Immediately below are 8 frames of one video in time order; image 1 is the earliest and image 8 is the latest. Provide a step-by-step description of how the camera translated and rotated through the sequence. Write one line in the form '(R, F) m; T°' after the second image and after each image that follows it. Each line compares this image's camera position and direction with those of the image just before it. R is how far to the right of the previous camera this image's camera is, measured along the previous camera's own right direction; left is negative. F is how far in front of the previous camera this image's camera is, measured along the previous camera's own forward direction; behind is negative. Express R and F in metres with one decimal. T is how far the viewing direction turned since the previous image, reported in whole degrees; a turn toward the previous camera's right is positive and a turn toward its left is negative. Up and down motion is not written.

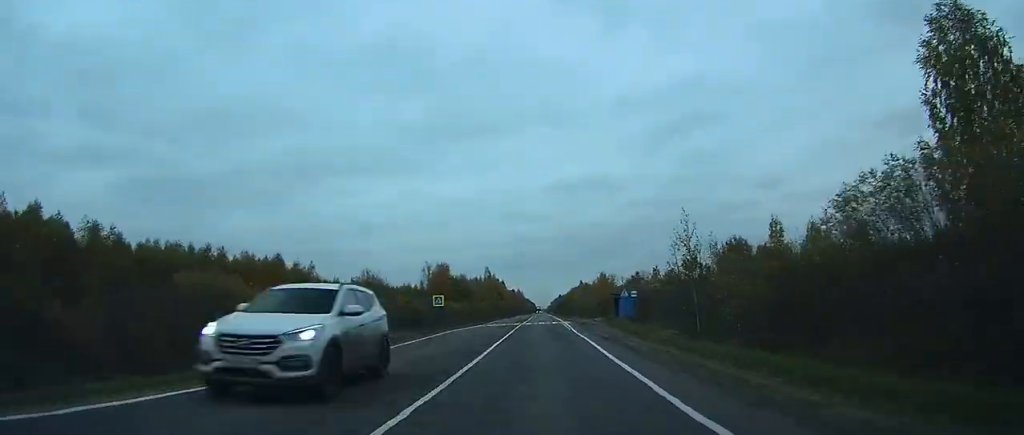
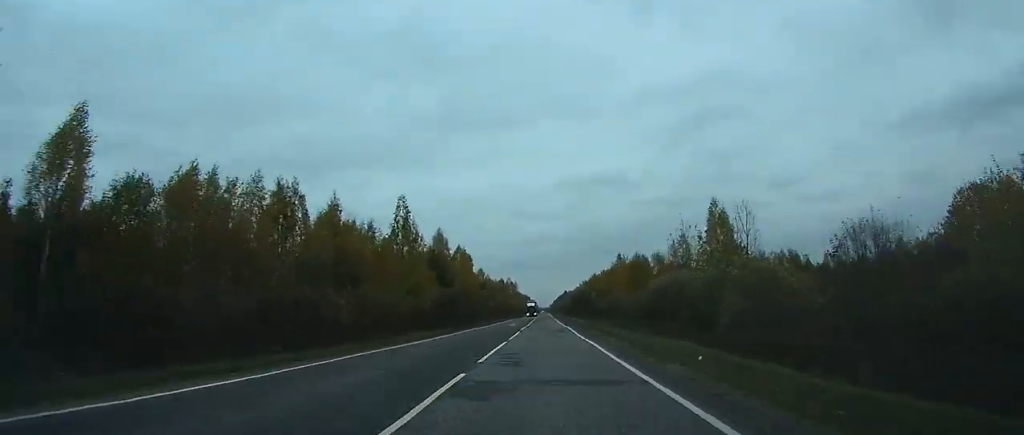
(-0.2, +126.8) m; 0°
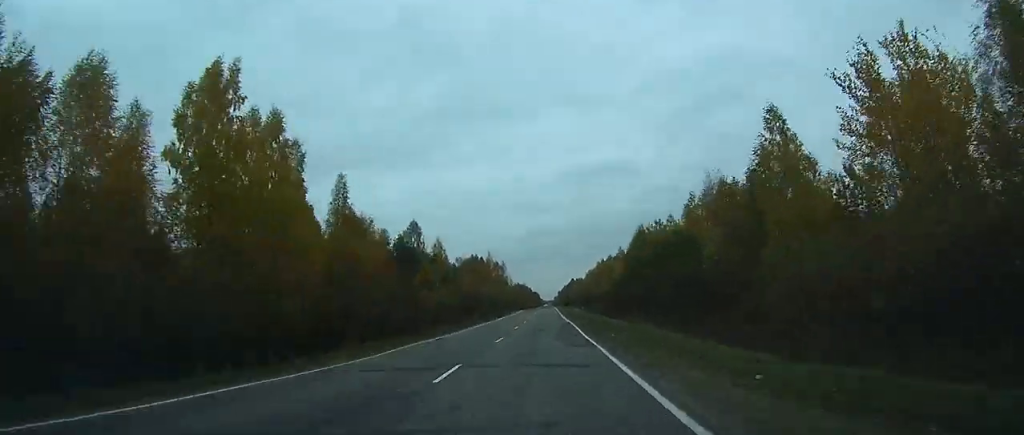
(0.0, +100.9) m; +3°
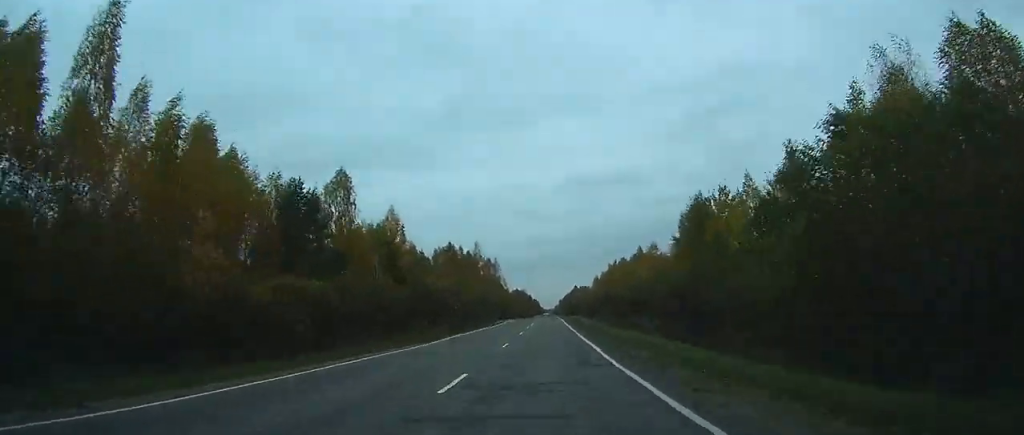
(-1.9, +38.0) m; +7°
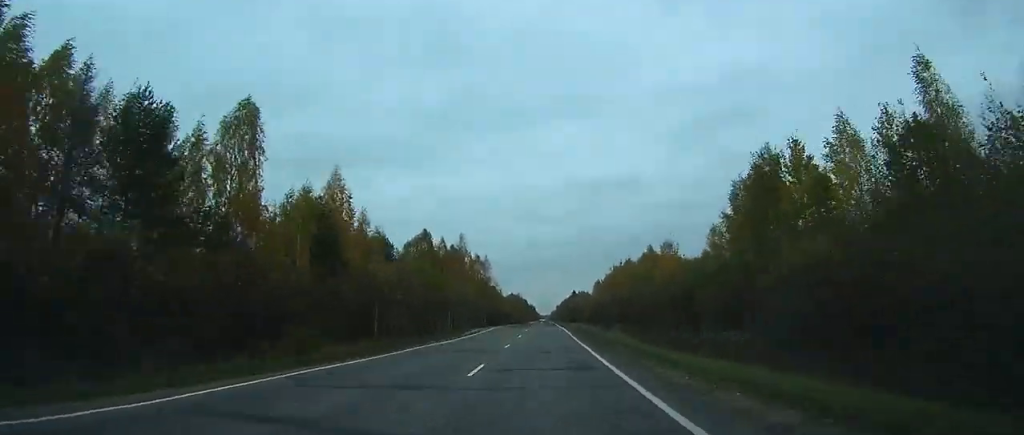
(+3.5, +20.4) m; -3°
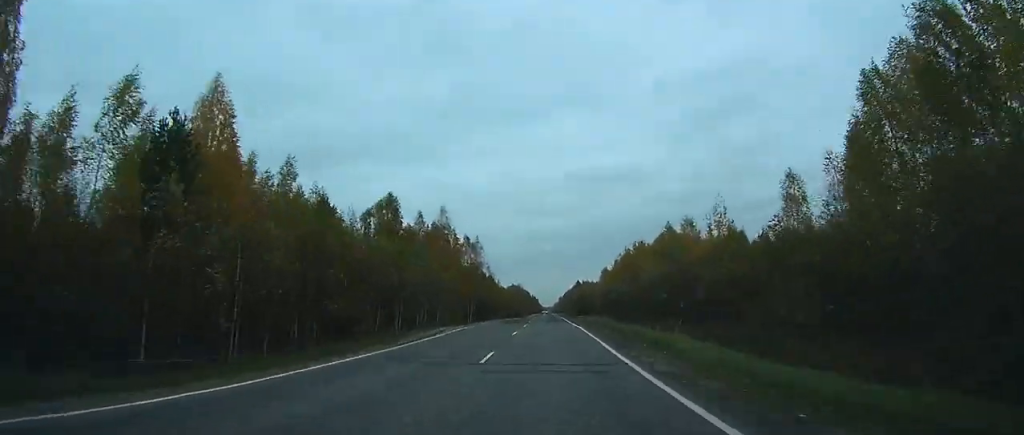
(+5.1, +21.9) m; -3°
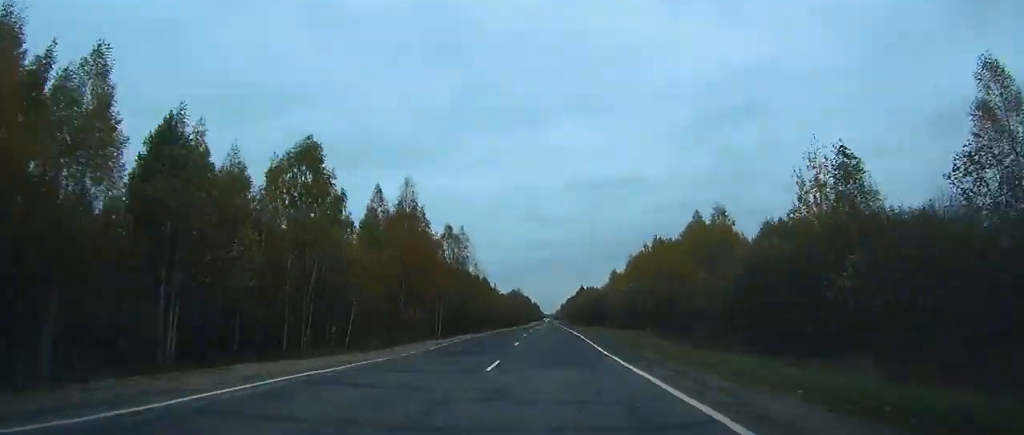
(-2.4, +23.3) m; -4°
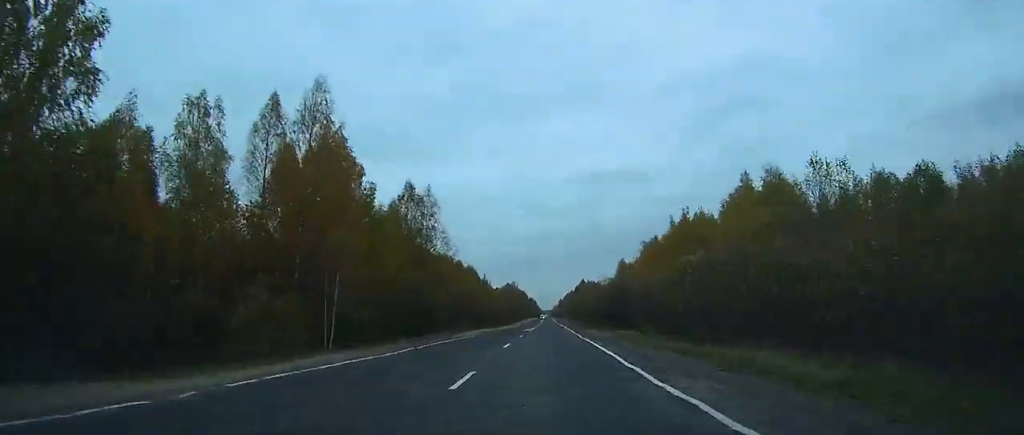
(-7.1, +27.4) m; -5°
